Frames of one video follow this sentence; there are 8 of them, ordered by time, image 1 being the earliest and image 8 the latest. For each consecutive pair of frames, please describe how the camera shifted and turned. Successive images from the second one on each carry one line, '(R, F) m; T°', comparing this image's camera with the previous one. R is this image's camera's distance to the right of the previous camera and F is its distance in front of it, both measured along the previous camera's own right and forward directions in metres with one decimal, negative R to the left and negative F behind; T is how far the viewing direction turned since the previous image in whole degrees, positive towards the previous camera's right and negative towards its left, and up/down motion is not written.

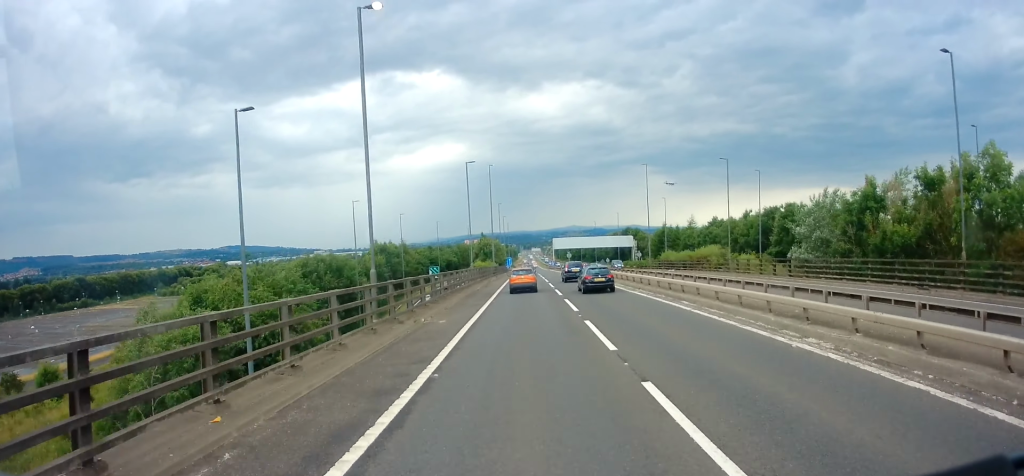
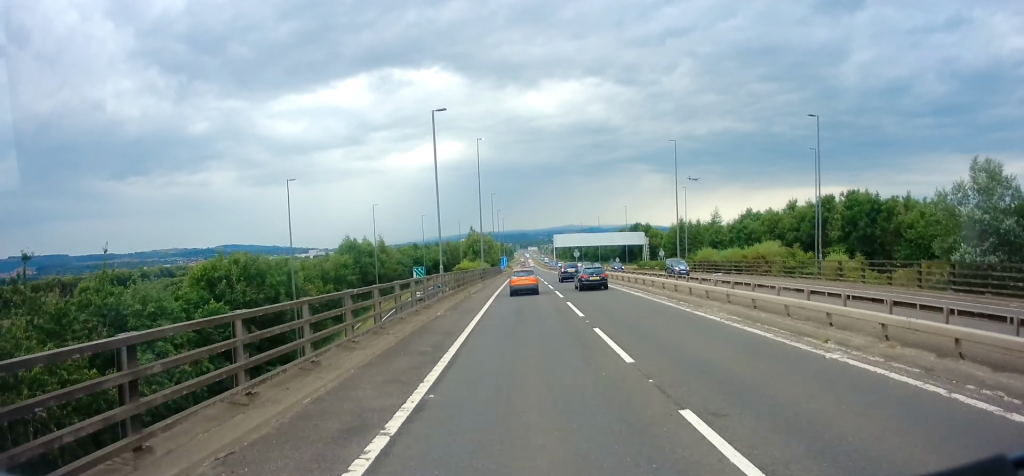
(0.0, +20.6) m; 0°
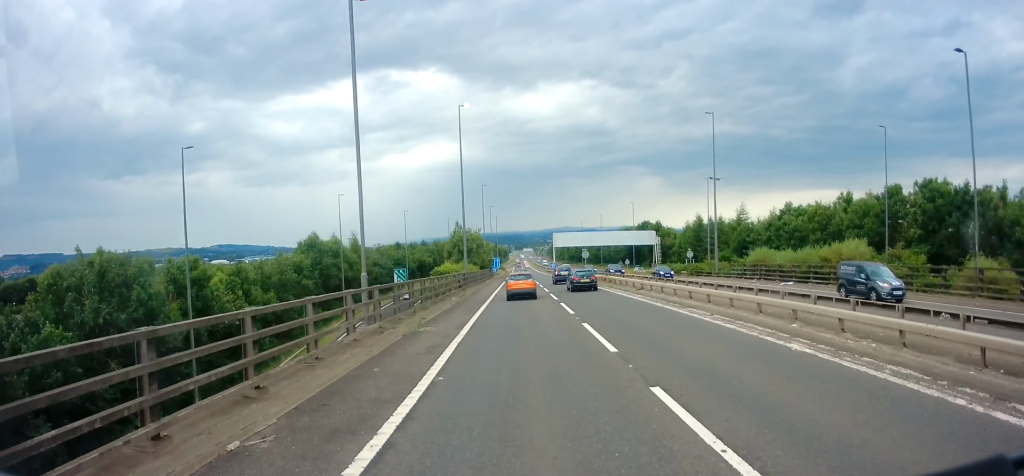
(0.0, +17.7) m; 0°
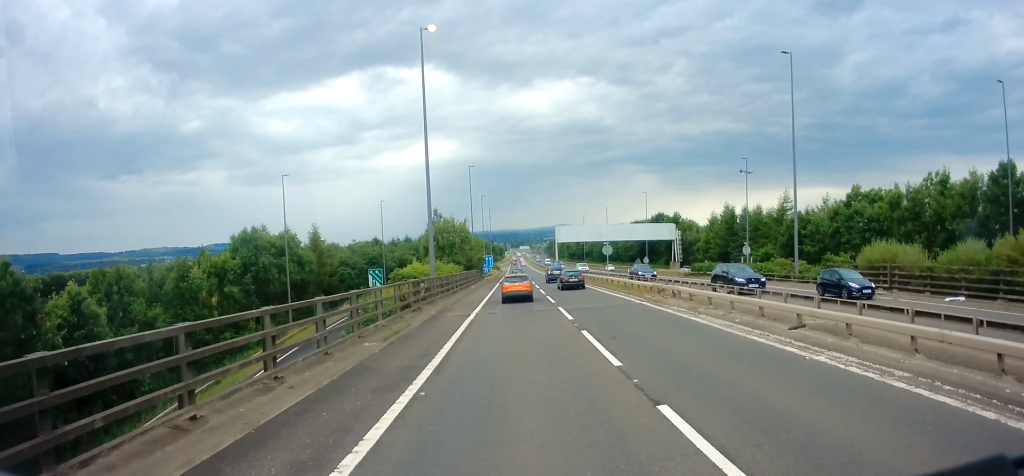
(-0.1, +20.0) m; +1°
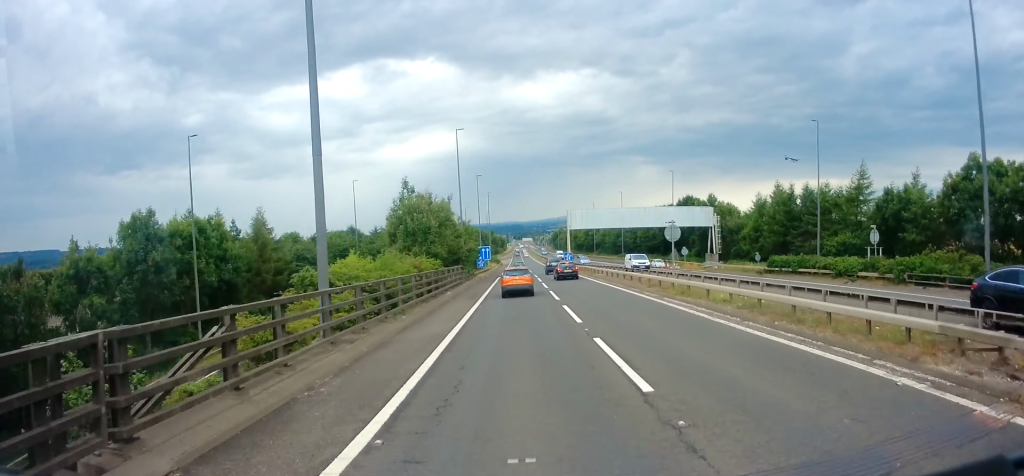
(+0.3, +21.3) m; +1°
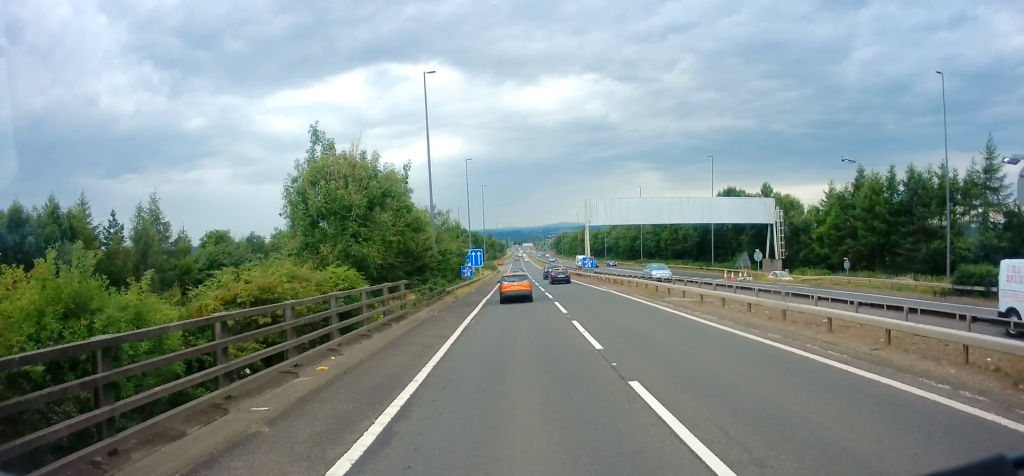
(+0.1, +24.6) m; 0°
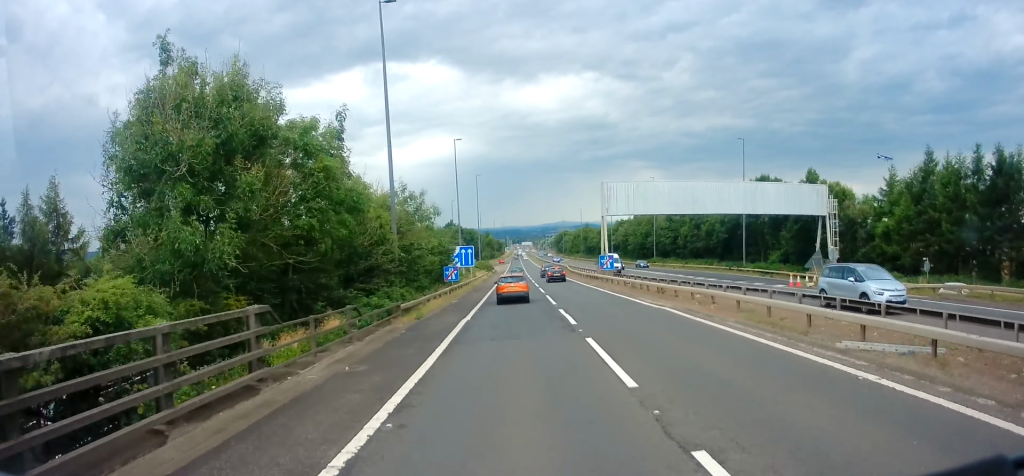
(0.0, +13.6) m; -1°
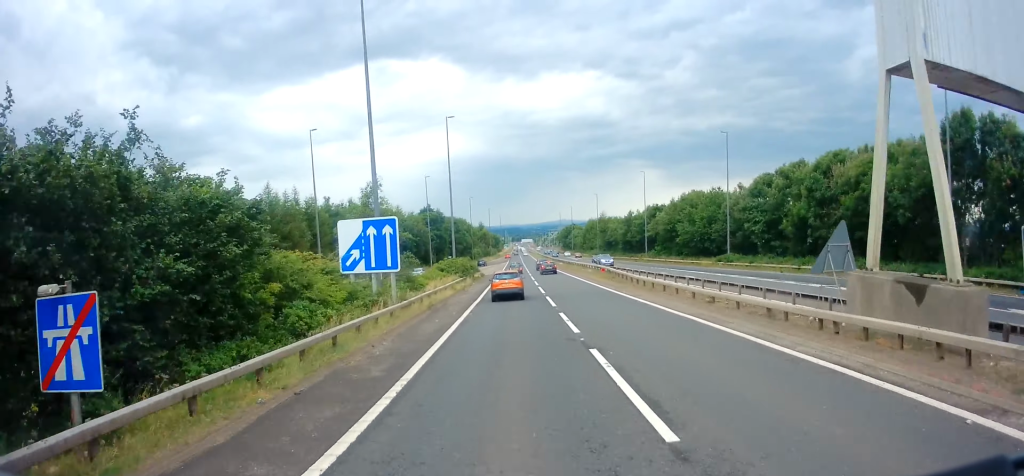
(-0.8, +42.1) m; -1°
